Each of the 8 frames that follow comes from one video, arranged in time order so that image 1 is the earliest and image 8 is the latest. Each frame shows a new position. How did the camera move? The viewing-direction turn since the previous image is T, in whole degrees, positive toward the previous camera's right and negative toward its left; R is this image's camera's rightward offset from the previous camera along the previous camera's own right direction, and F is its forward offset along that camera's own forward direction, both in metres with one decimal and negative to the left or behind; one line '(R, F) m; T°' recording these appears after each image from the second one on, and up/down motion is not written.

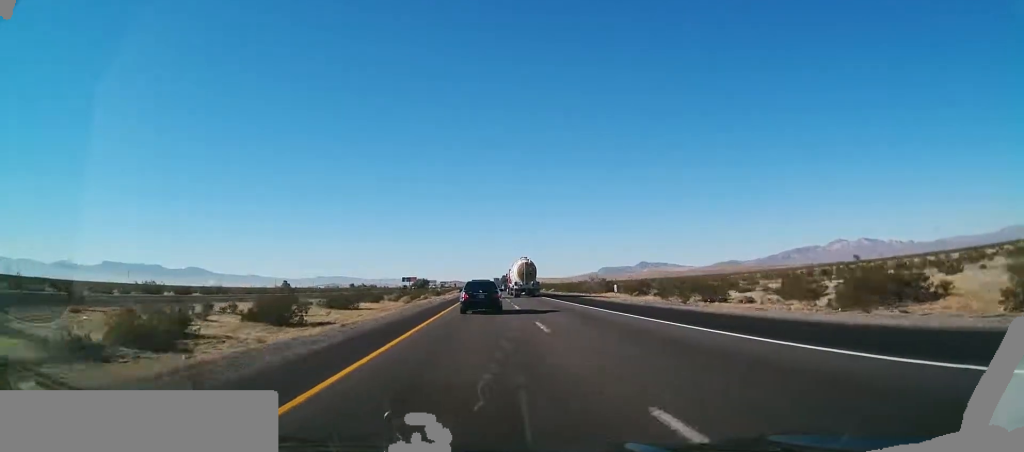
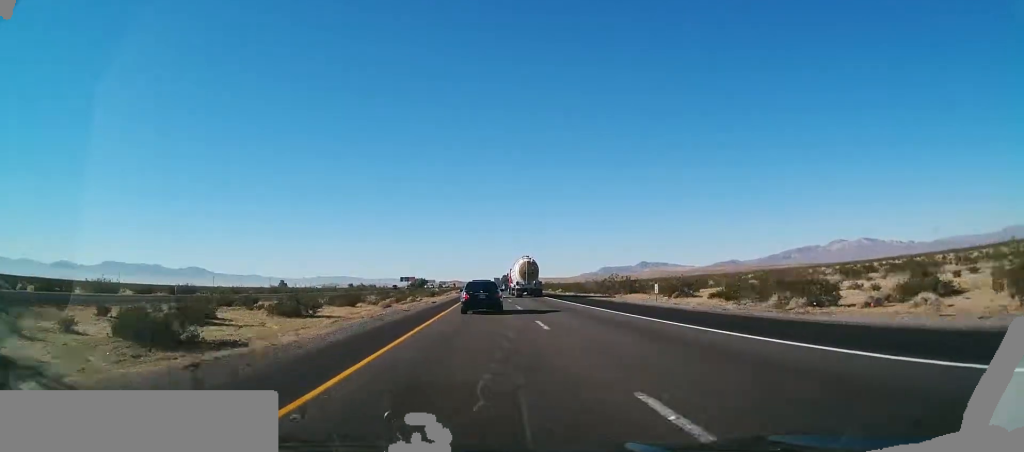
(-0.2, +13.7) m; 0°
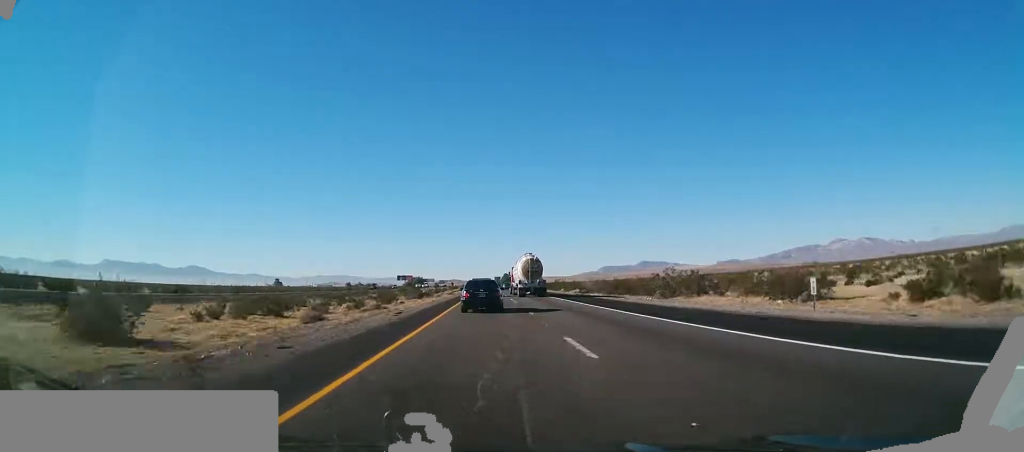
(-0.3, +21.7) m; -1°
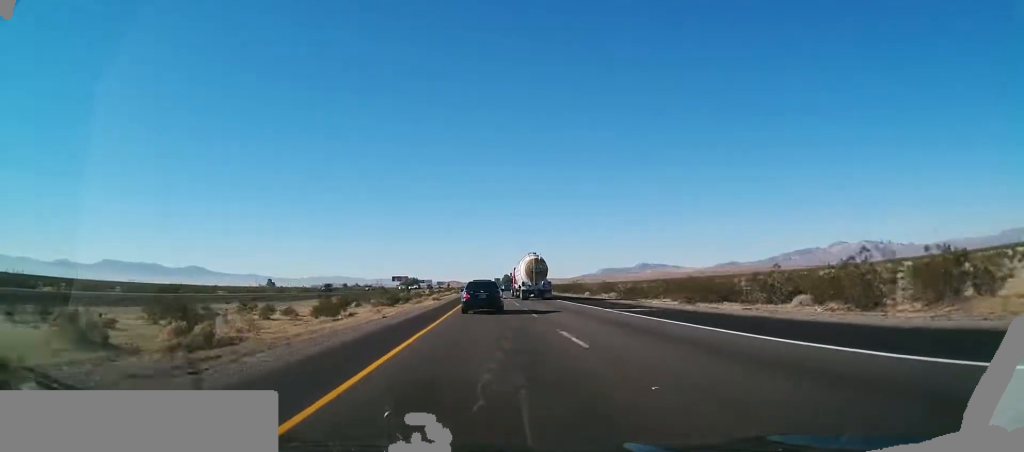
(0.0, +27.5) m; 0°
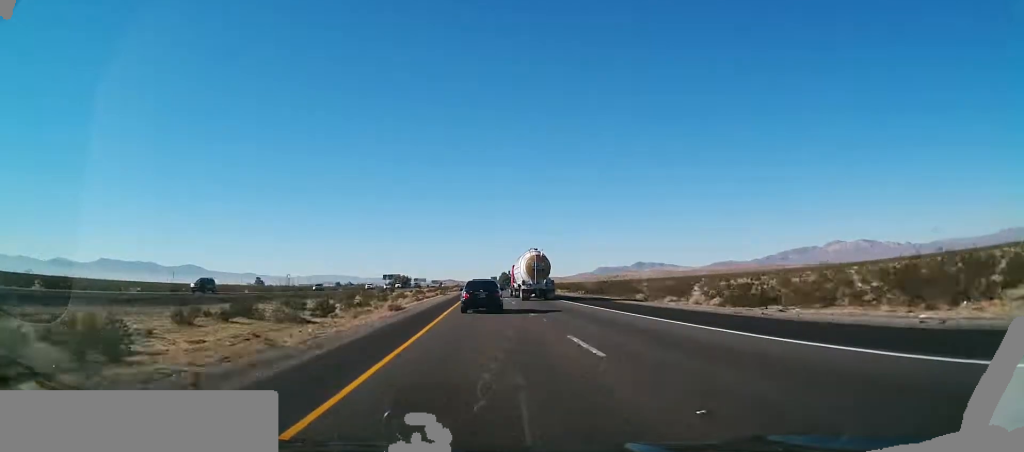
(0.0, +30.9) m; +1°
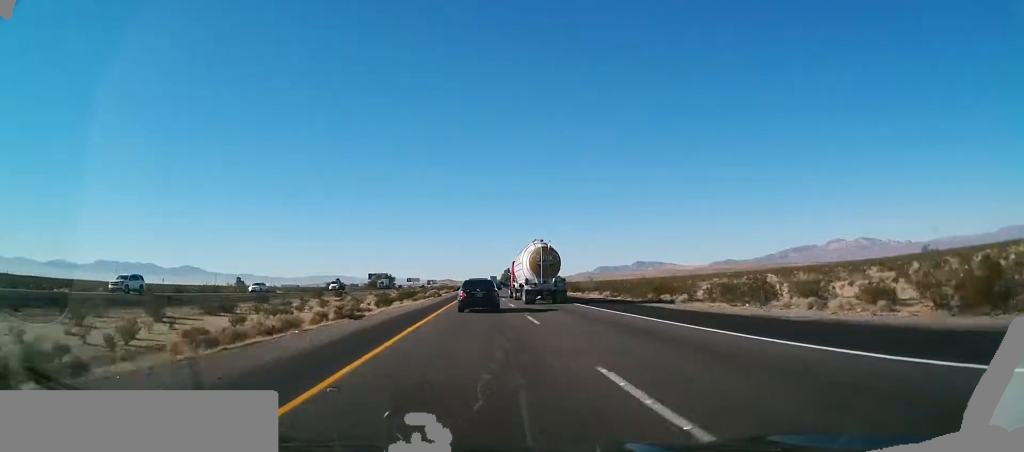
(+0.9, +64.7) m; +1°
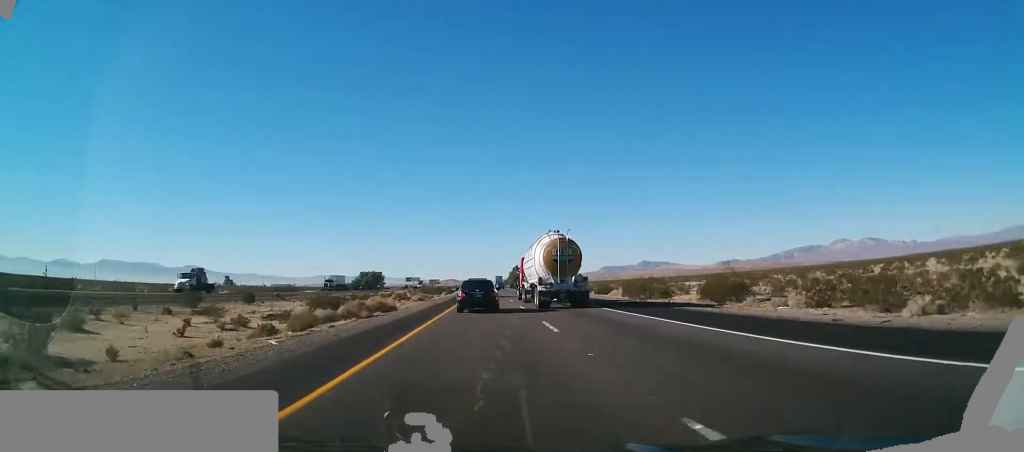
(-0.6, +47.5) m; -1°
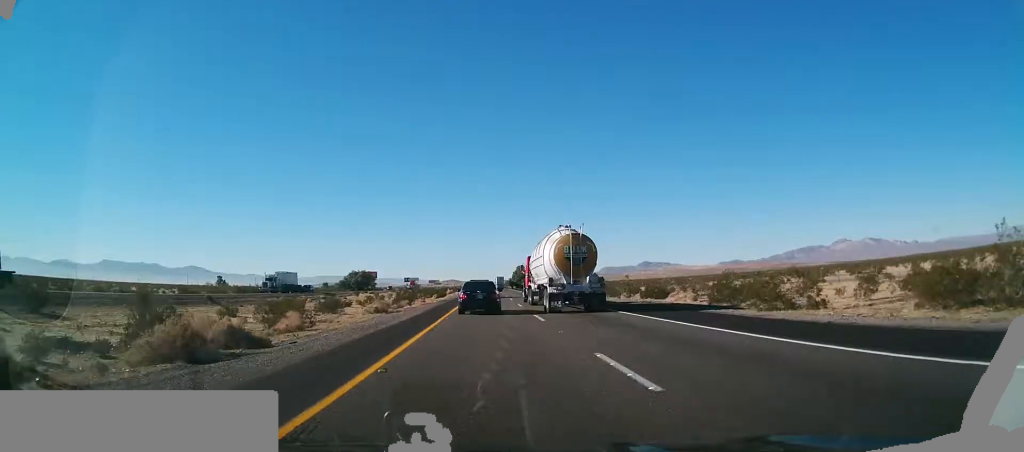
(+0.2, +23.7) m; +1°
